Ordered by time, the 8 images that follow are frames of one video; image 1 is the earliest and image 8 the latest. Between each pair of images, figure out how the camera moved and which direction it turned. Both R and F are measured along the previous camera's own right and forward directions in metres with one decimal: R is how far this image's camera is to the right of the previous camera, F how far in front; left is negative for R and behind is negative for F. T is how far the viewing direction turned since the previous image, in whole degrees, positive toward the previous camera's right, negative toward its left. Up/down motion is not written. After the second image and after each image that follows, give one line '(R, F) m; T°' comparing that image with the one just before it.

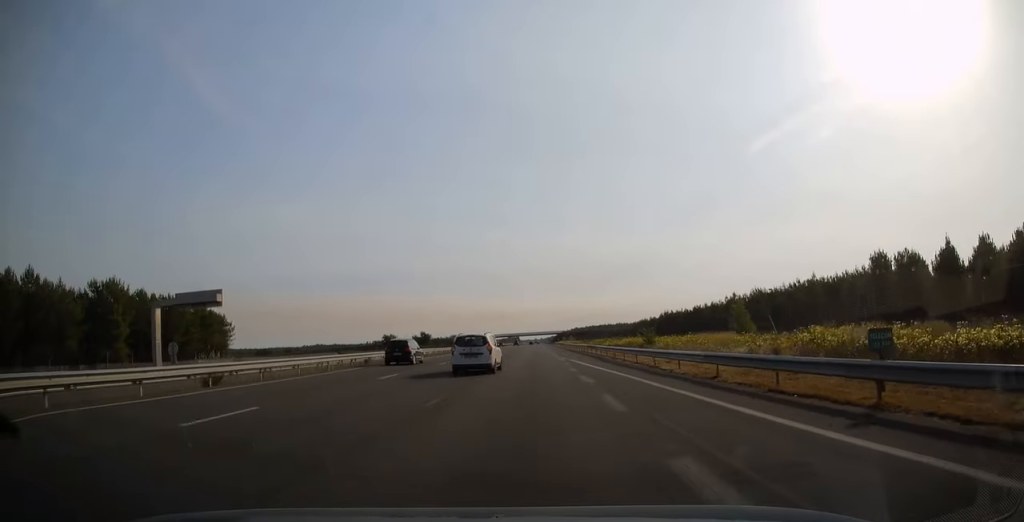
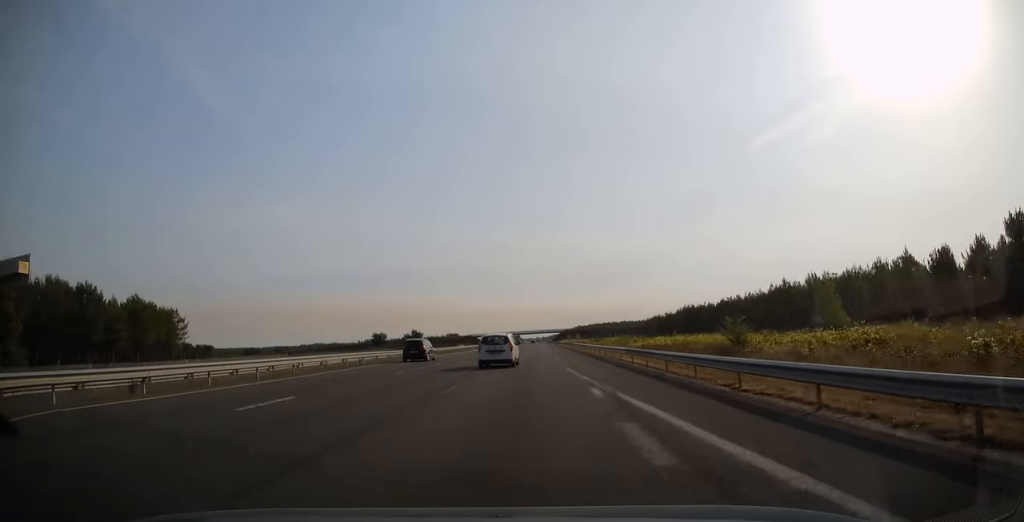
(0.0, +23.6) m; 0°
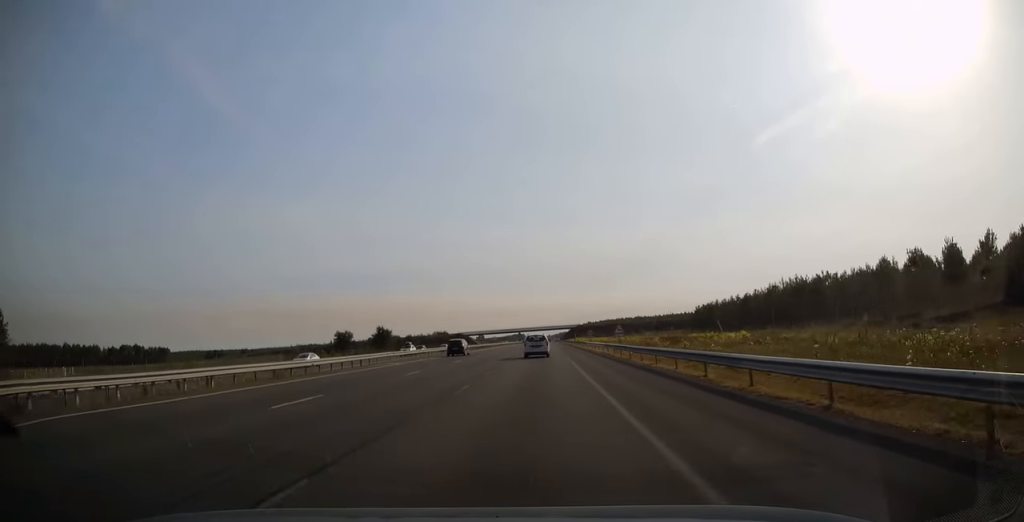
(-0.2, +64.0) m; -1°
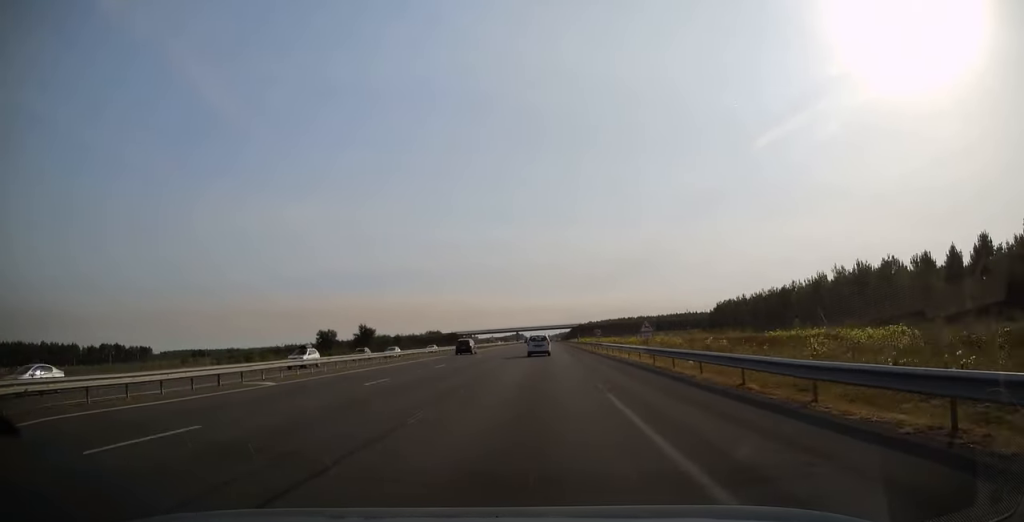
(-0.1, +19.3) m; 0°
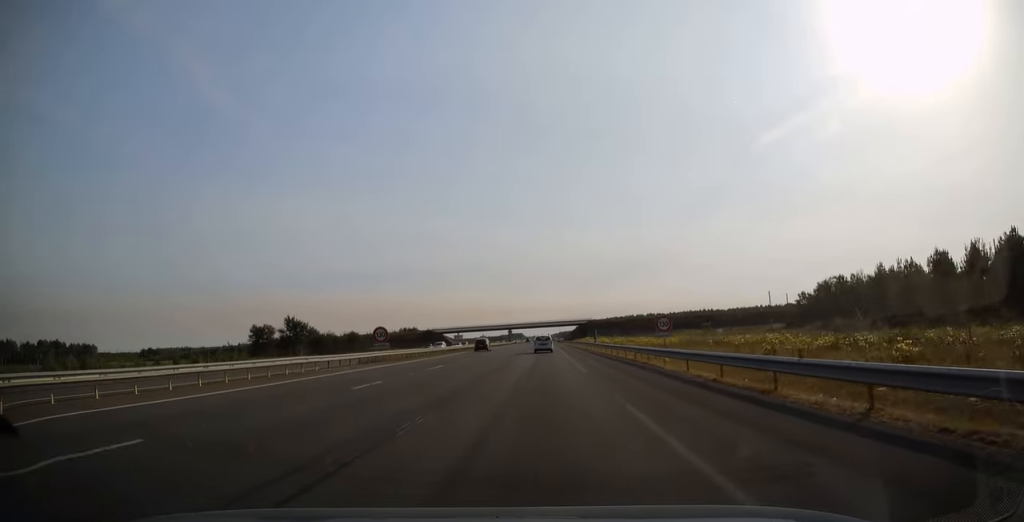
(+0.3, +53.8) m; +1°
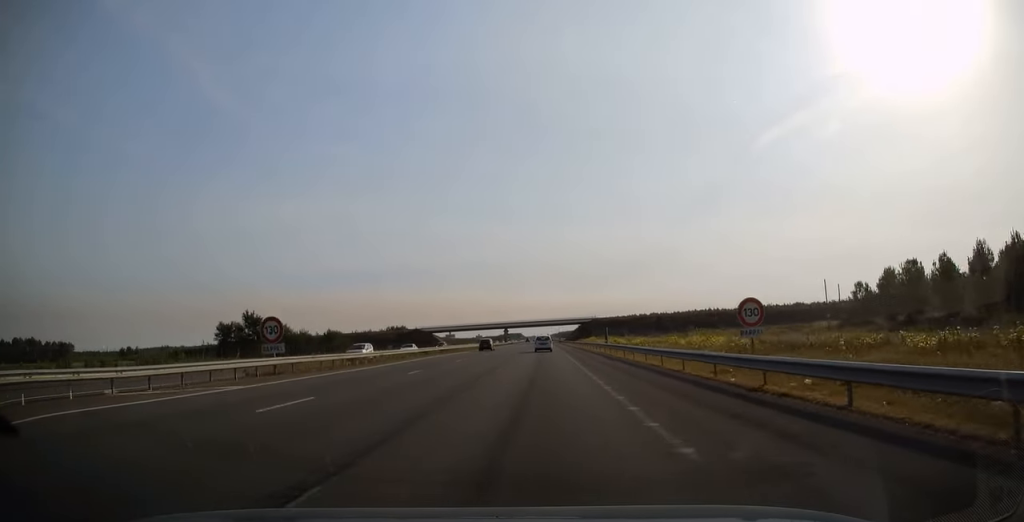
(+0.1, +19.3) m; 0°
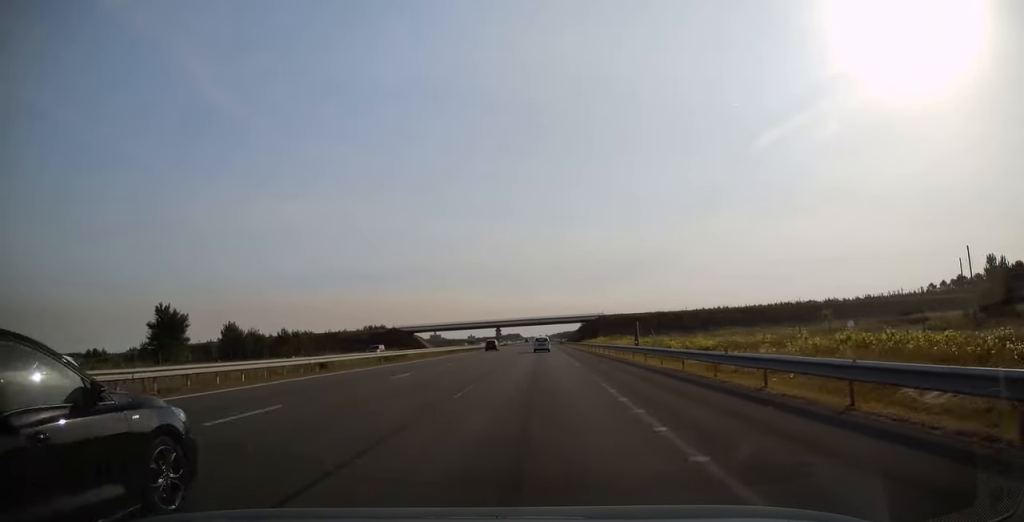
(-0.3, +28.2) m; 0°
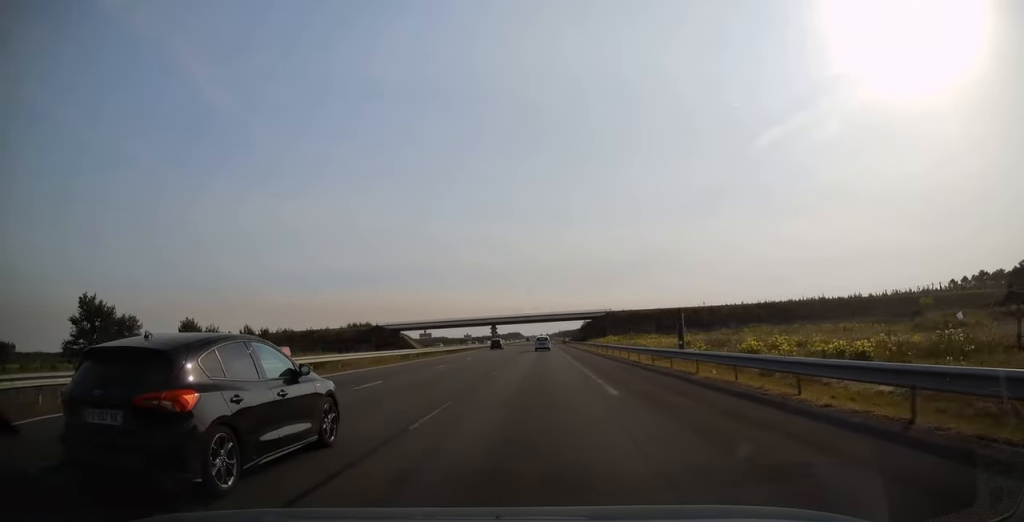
(+0.1, +17.8) m; 0°
